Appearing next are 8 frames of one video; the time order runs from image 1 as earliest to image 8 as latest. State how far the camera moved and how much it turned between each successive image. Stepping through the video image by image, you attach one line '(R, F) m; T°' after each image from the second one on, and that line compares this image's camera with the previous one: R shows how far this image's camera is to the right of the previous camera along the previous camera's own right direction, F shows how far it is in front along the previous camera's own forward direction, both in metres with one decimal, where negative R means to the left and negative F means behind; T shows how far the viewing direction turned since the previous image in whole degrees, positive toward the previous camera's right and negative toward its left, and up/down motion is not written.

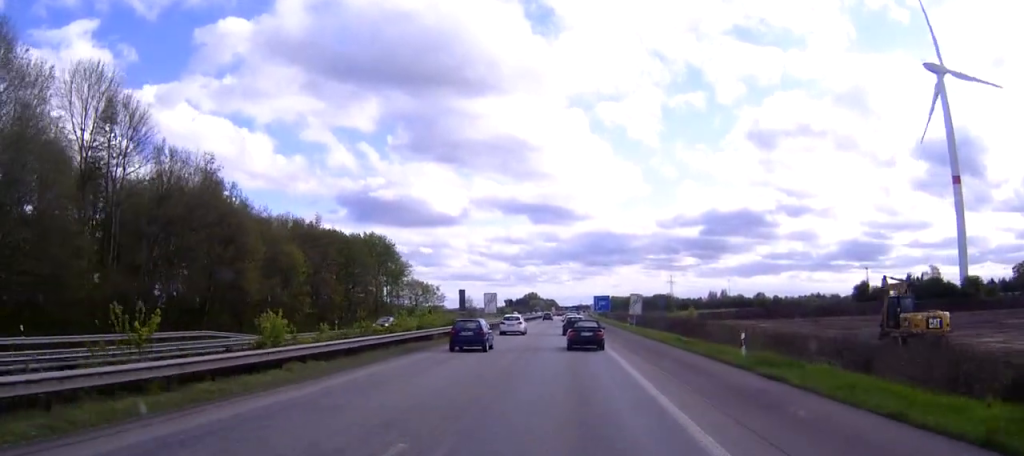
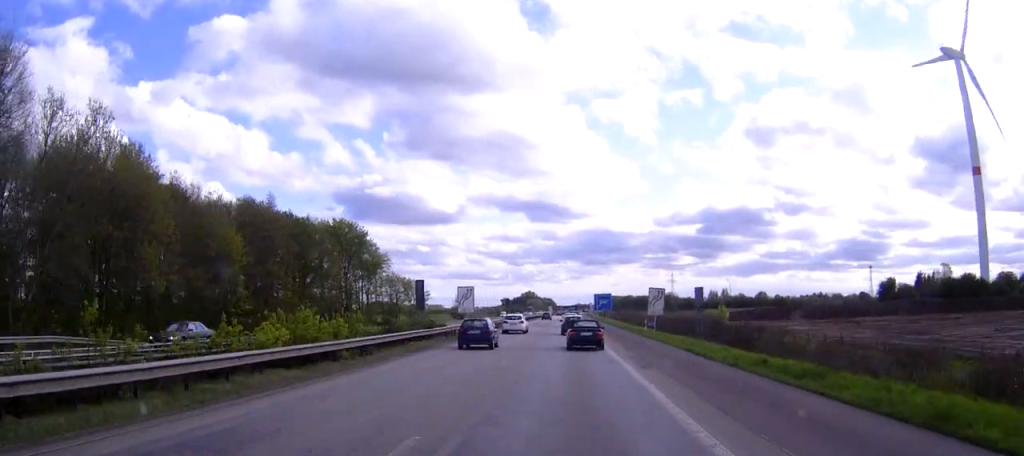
(0.0, +17.3) m; 0°
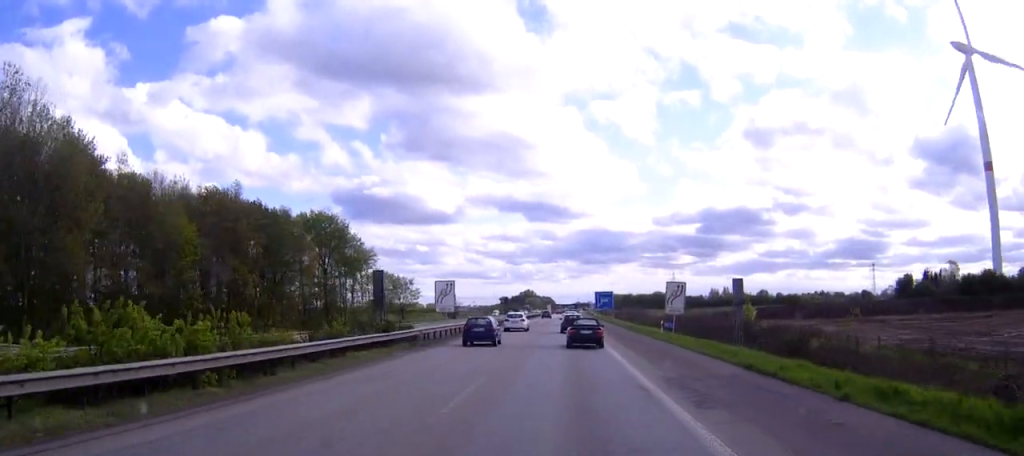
(0.0, +9.8) m; 0°
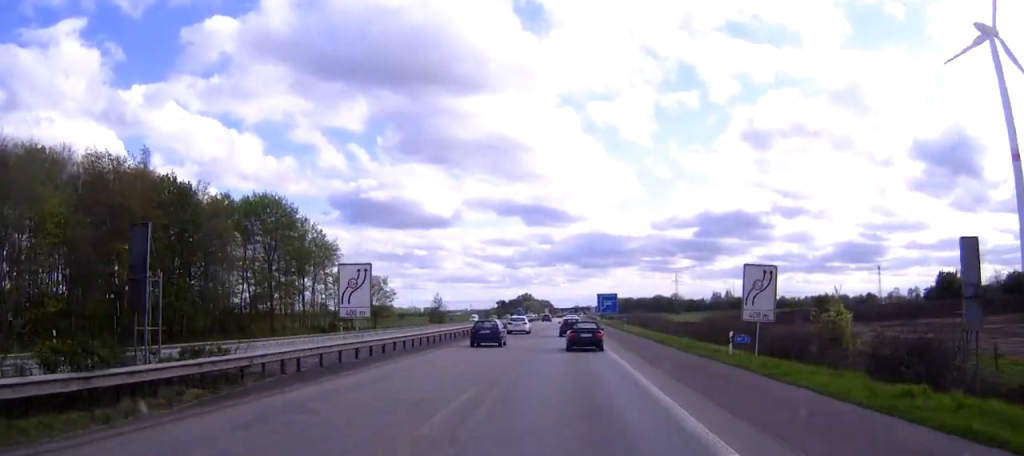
(0.0, +20.3) m; 0°
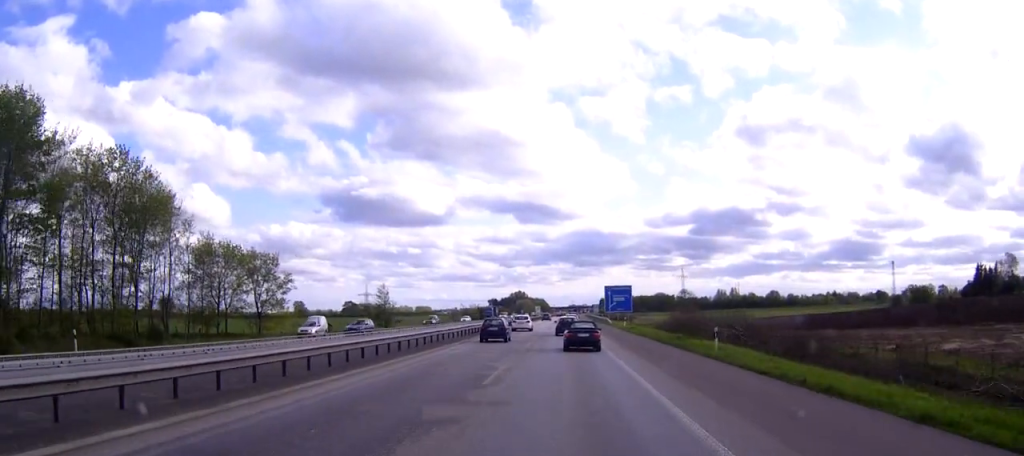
(+0.2, +47.0) m; 0°
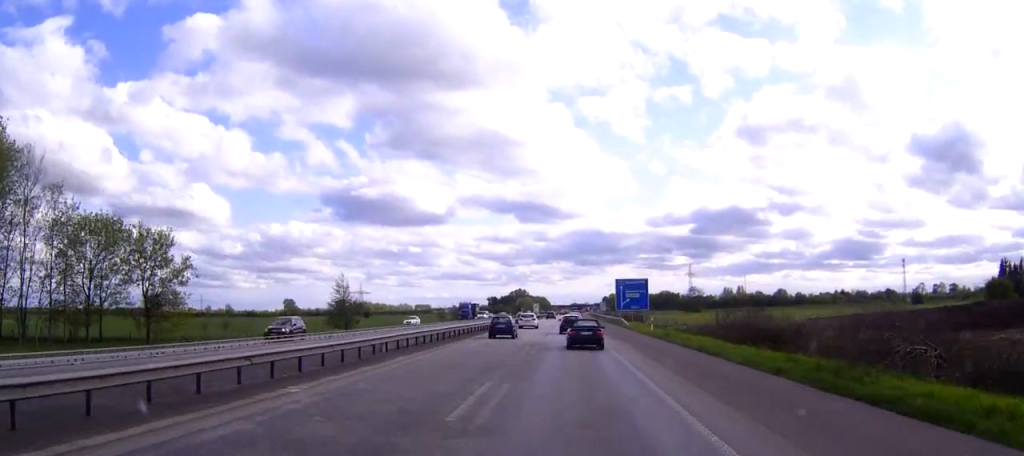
(0.0, +23.2) m; 0°
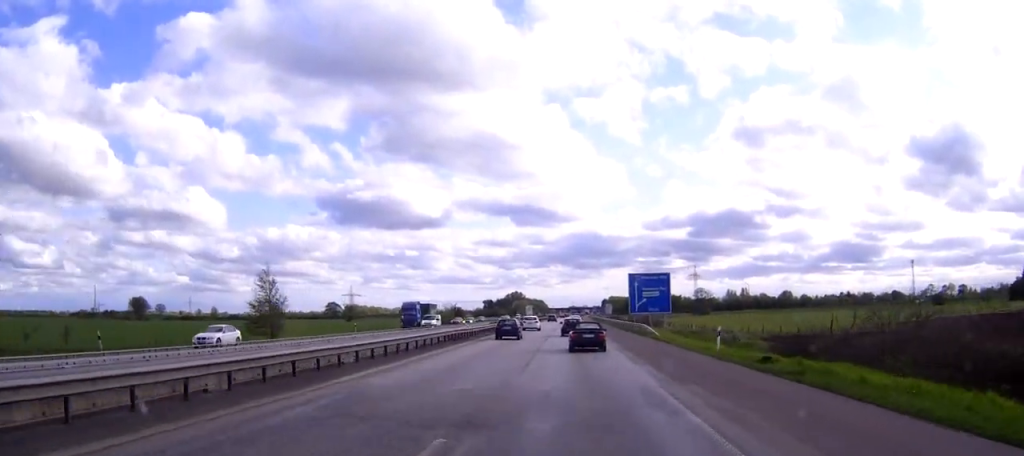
(0.0, +24.7) m; 0°
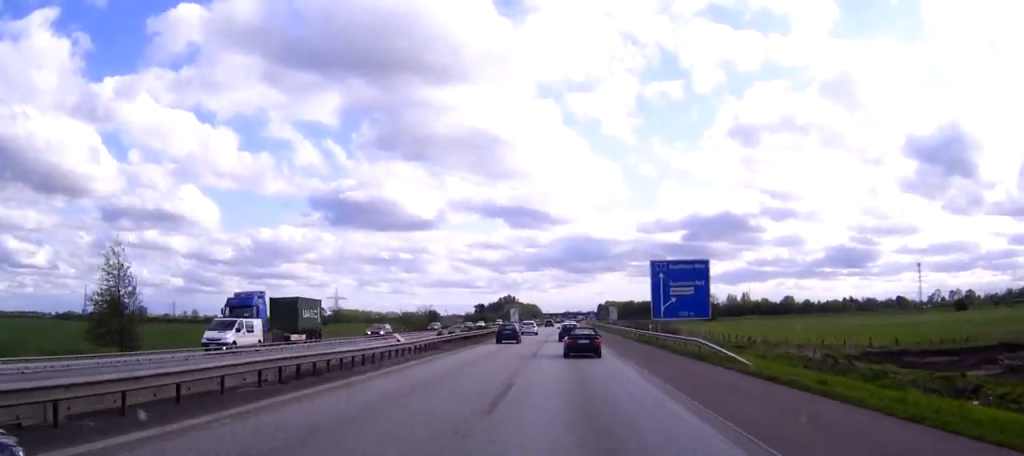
(0.0, +26.3) m; 0°
